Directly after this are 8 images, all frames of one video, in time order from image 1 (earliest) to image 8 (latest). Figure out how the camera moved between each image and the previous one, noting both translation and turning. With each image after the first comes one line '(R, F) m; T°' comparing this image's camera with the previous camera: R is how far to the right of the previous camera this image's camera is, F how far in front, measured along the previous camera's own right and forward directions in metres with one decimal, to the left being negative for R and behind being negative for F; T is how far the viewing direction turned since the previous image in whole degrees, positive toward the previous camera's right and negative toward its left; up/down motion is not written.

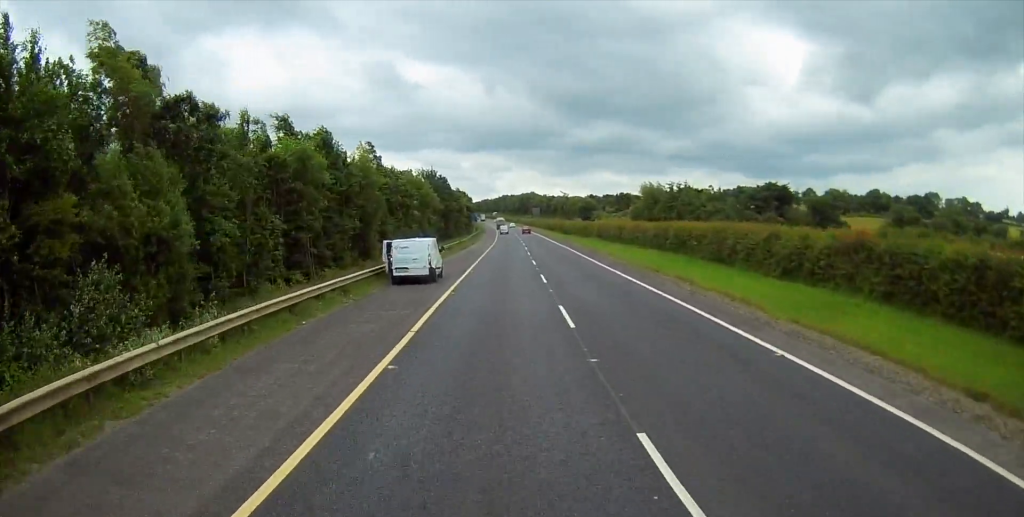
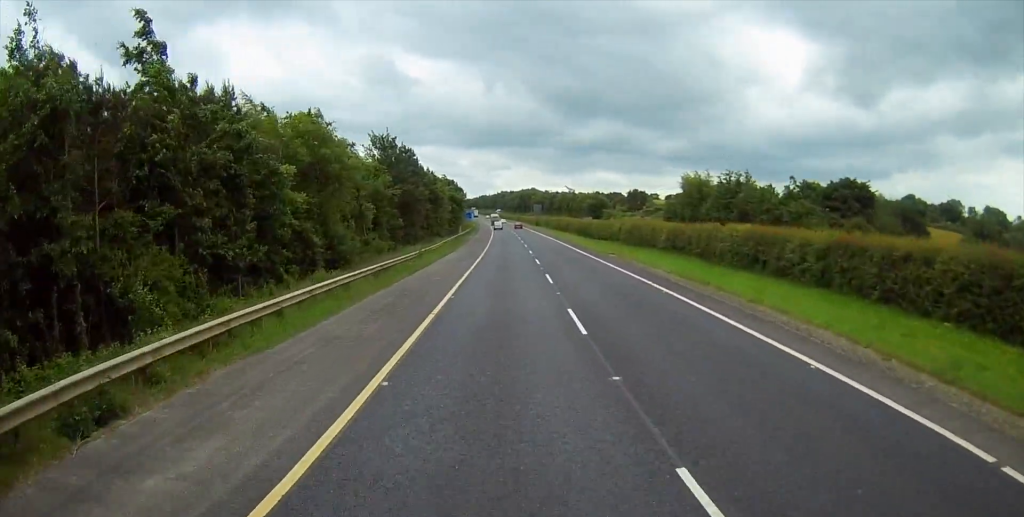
(0.0, +36.9) m; 0°
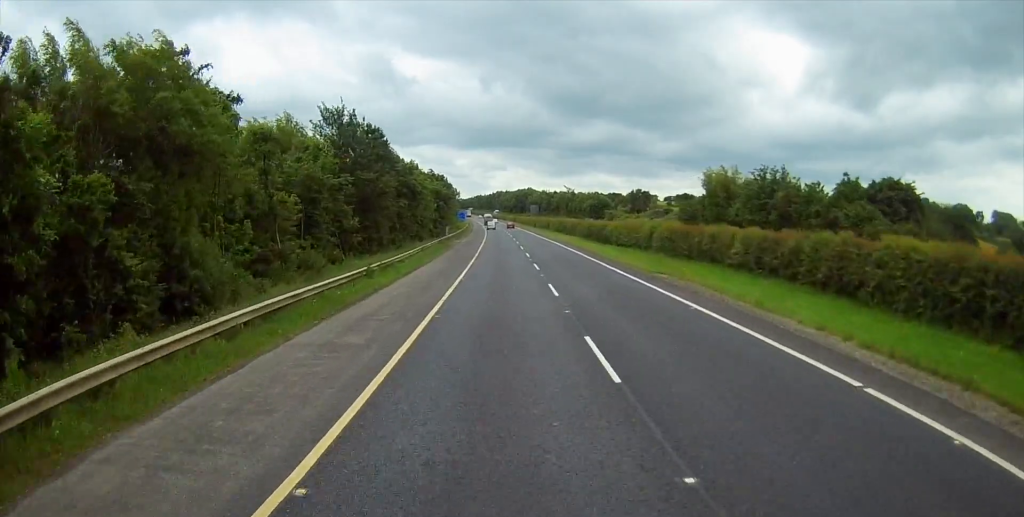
(-0.1, +16.2) m; 0°
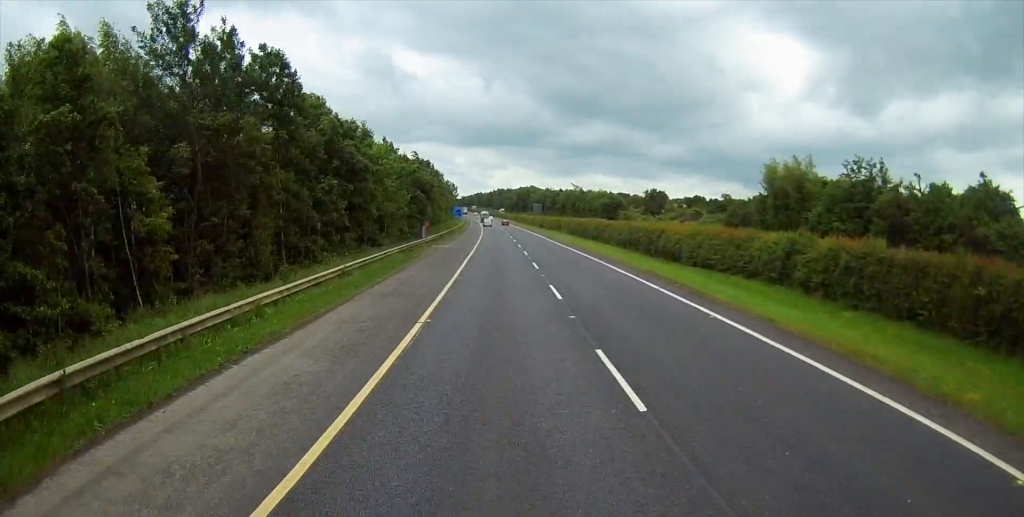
(0.0, +25.4) m; 0°
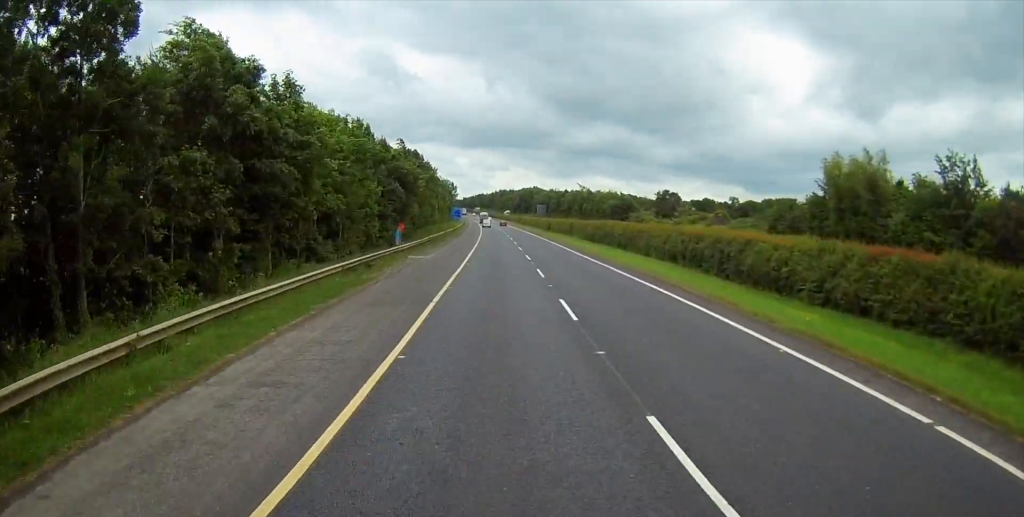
(+0.1, +16.1) m; 0°
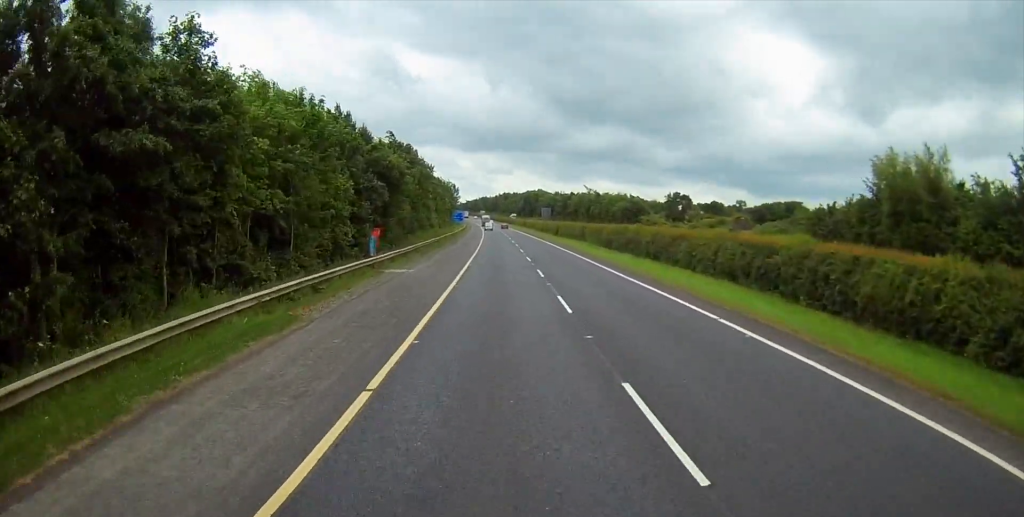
(0.0, +10.0) m; 0°
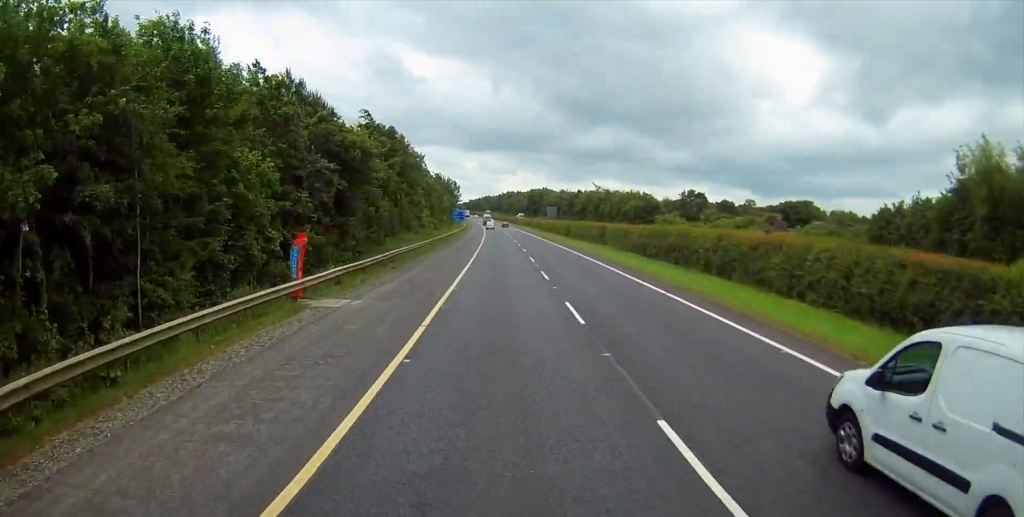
(0.0, +13.8) m; 0°
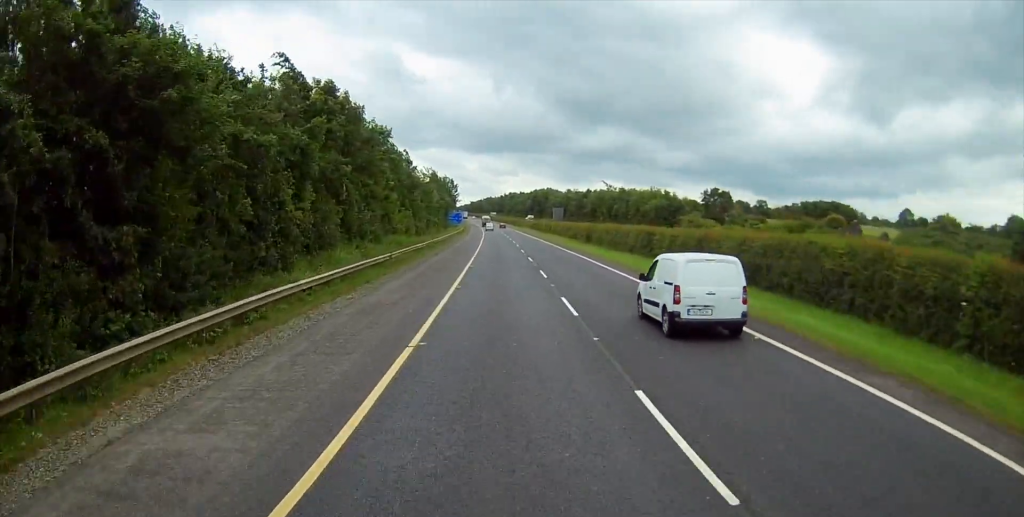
(-0.2, +22.2) m; -1°
